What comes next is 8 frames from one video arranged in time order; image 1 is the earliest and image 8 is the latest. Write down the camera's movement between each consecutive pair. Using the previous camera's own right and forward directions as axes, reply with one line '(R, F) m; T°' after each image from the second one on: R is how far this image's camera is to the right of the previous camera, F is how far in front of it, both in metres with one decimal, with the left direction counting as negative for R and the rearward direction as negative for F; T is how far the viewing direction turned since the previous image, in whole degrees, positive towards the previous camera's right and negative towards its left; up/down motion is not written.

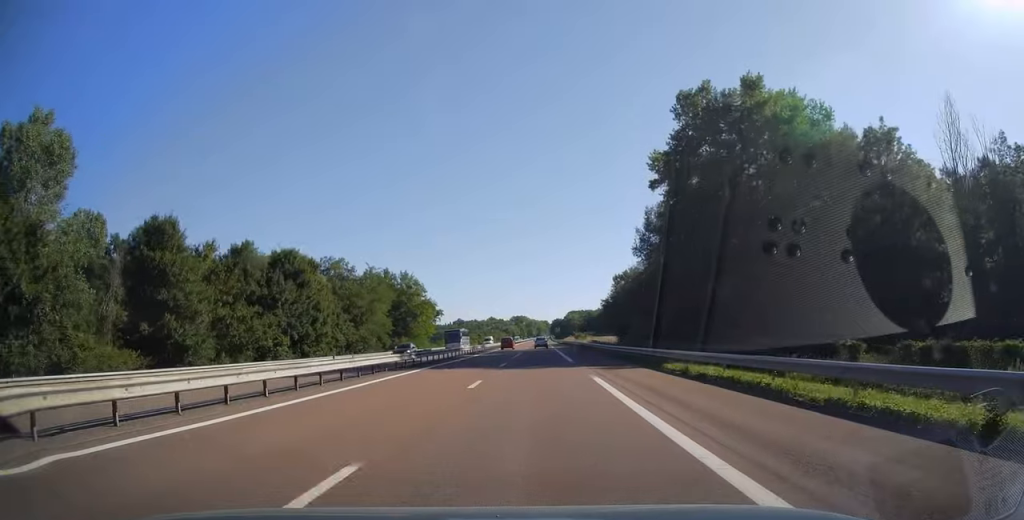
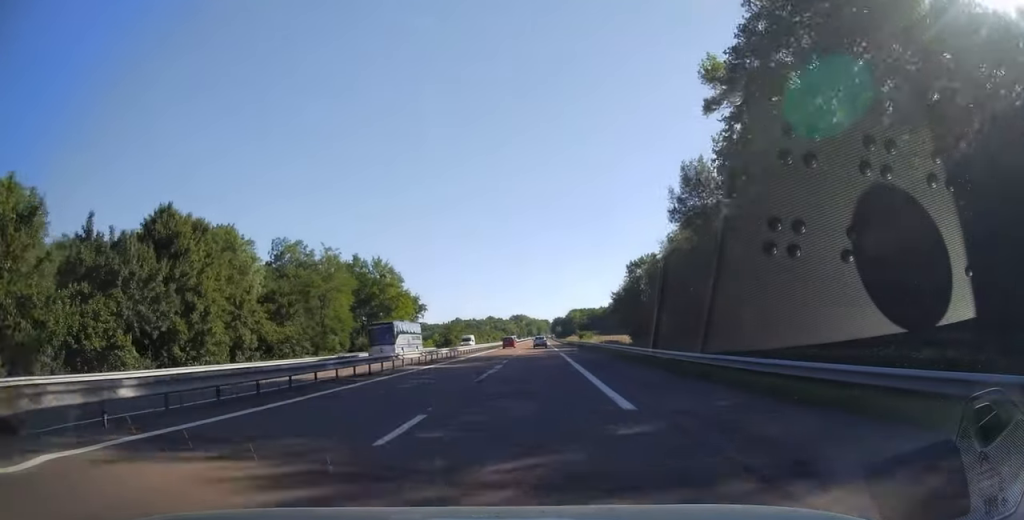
(+0.1, +22.2) m; 0°
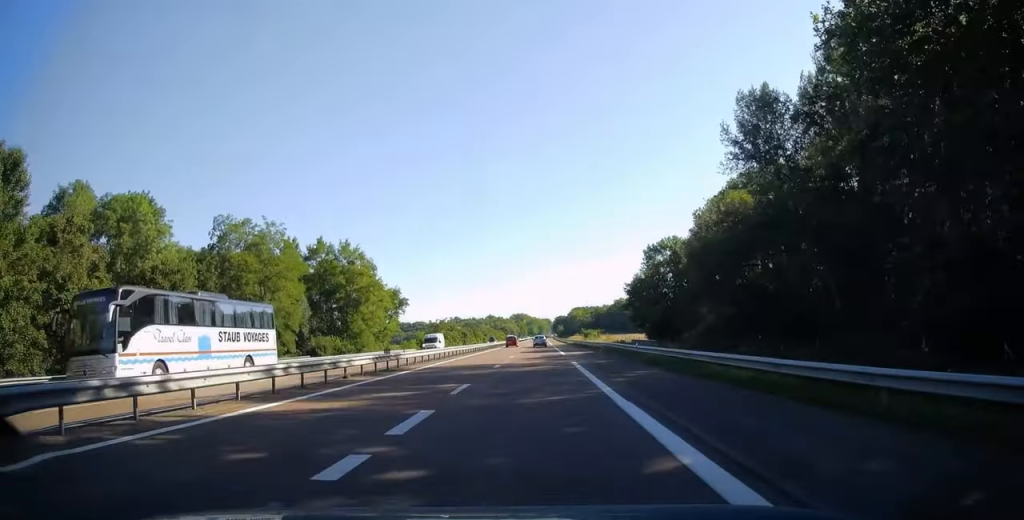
(+0.1, +19.1) m; 0°
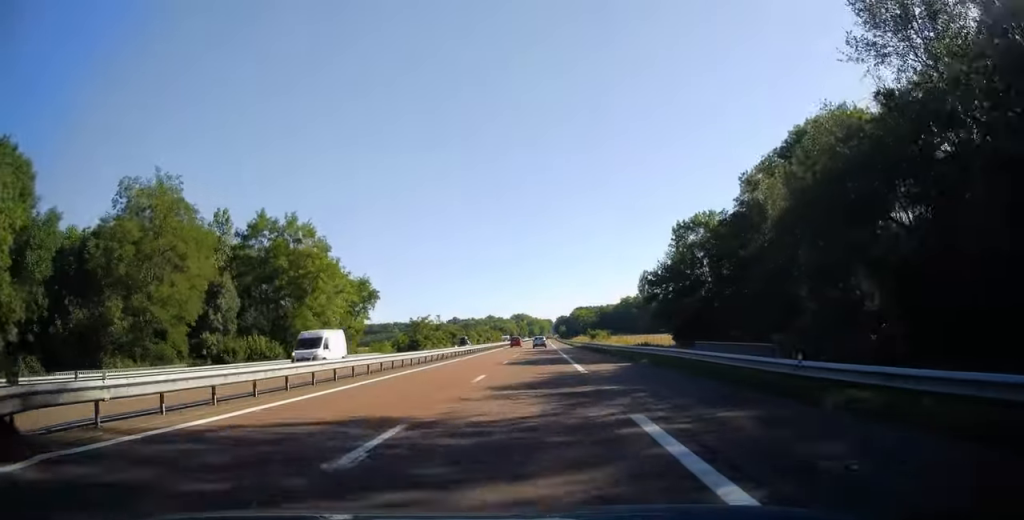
(-0.2, +21.1) m; 0°
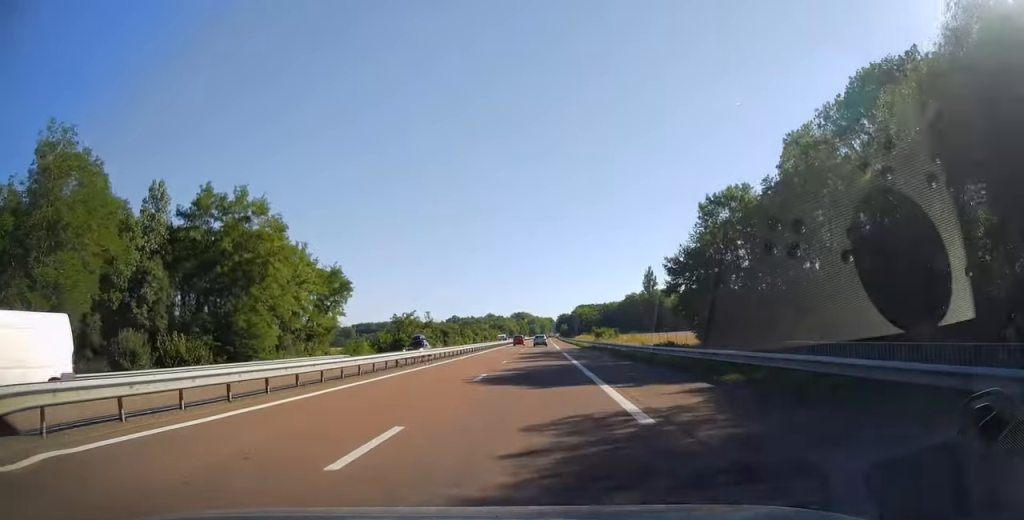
(0.0, +13.4) m; 0°
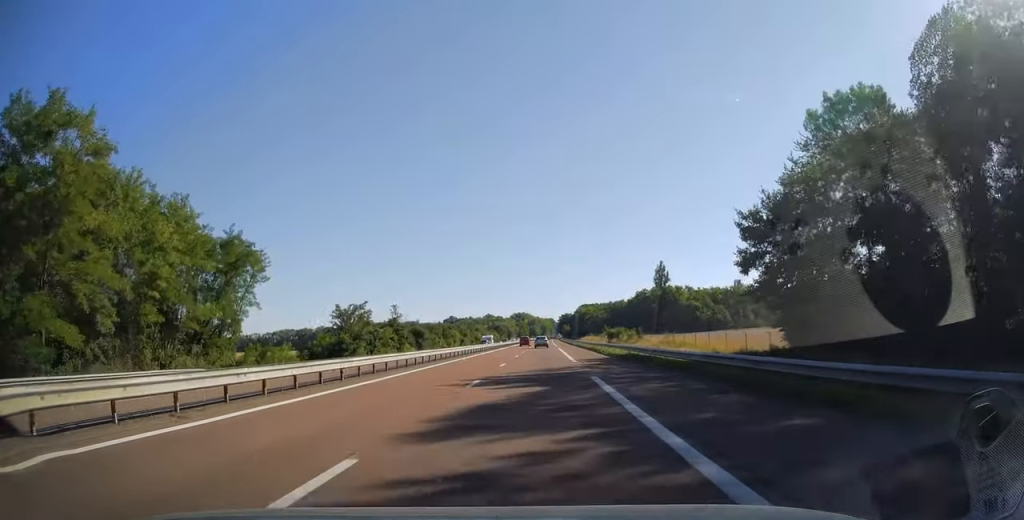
(0.0, +28.4) m; 0°
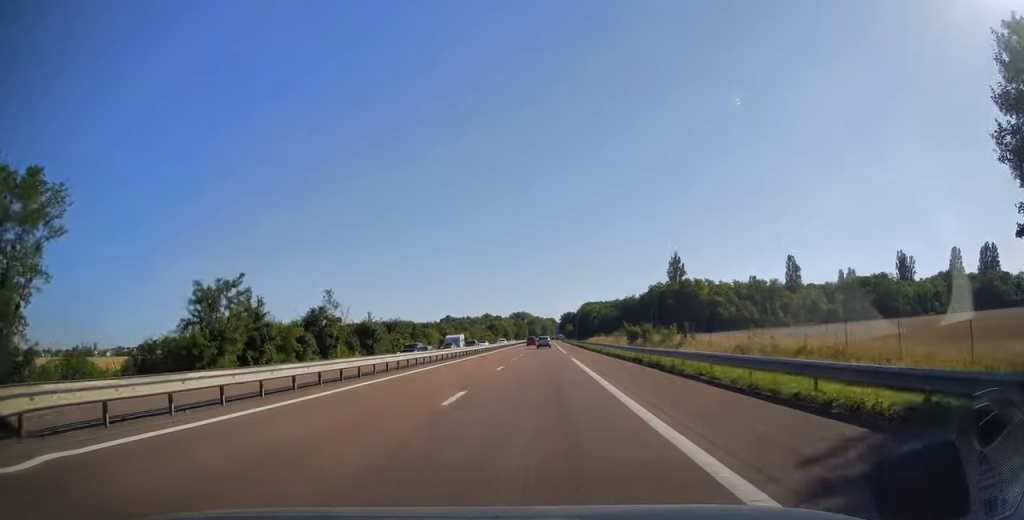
(0.0, +30.4) m; 0°
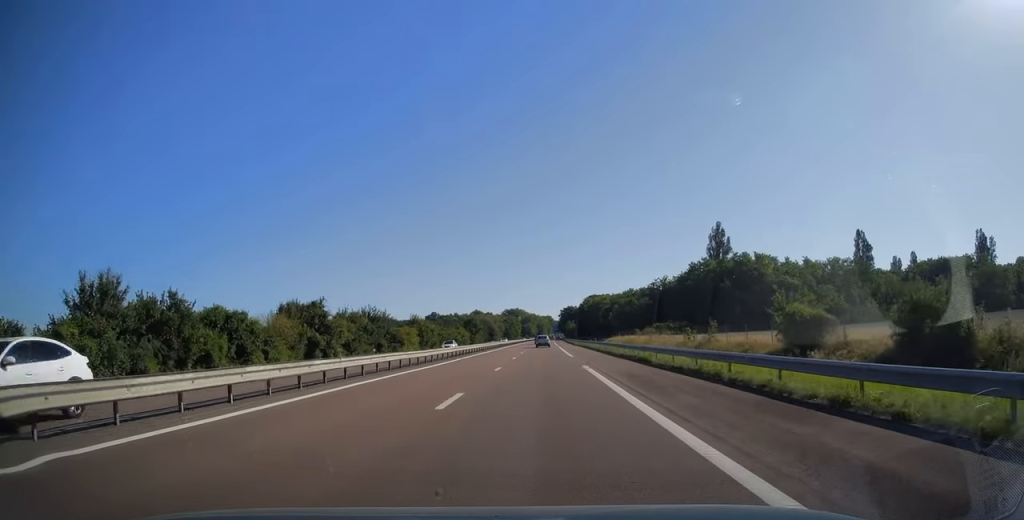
(+0.1, +65.7) m; +1°
